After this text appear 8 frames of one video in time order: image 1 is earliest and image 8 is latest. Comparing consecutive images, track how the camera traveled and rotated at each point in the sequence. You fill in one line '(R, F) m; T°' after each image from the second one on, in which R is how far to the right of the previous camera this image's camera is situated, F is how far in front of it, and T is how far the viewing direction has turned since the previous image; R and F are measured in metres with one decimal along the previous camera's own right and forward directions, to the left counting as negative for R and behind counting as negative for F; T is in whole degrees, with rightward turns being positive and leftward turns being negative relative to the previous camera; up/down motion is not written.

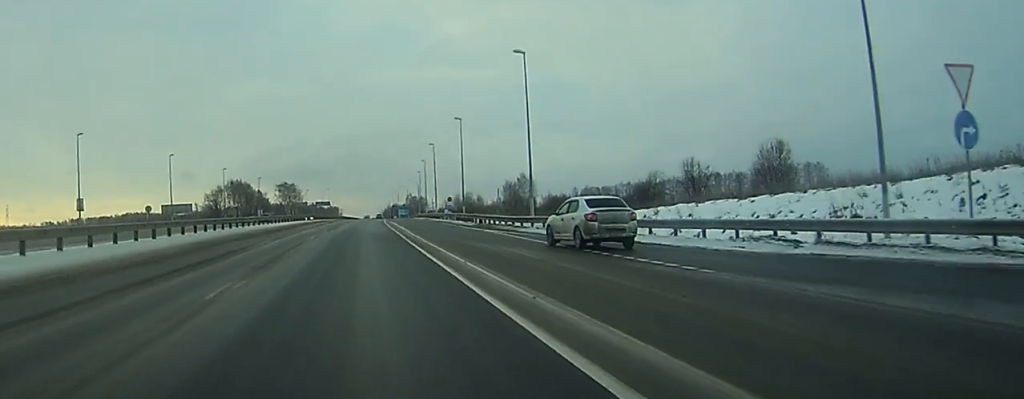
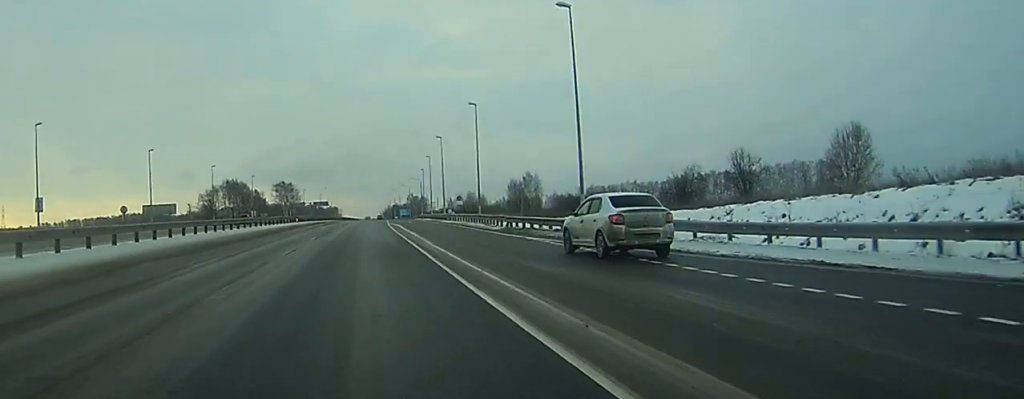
(+0.1, +12.1) m; 0°
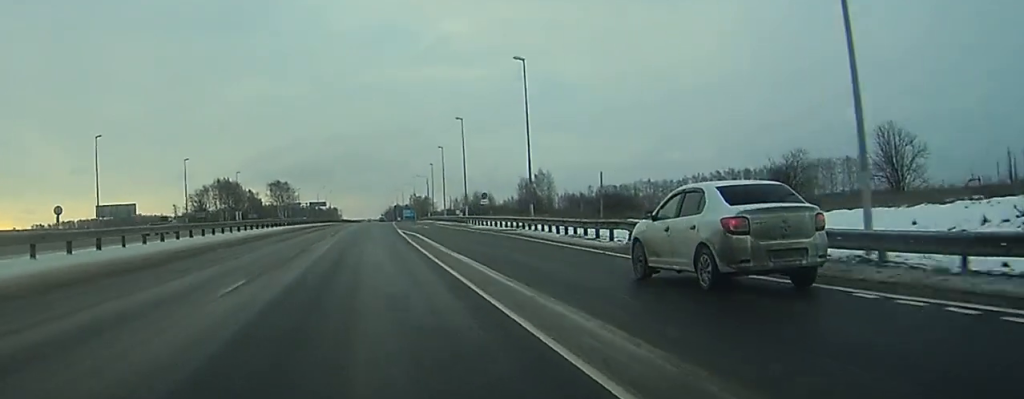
(+0.1, +23.3) m; 0°
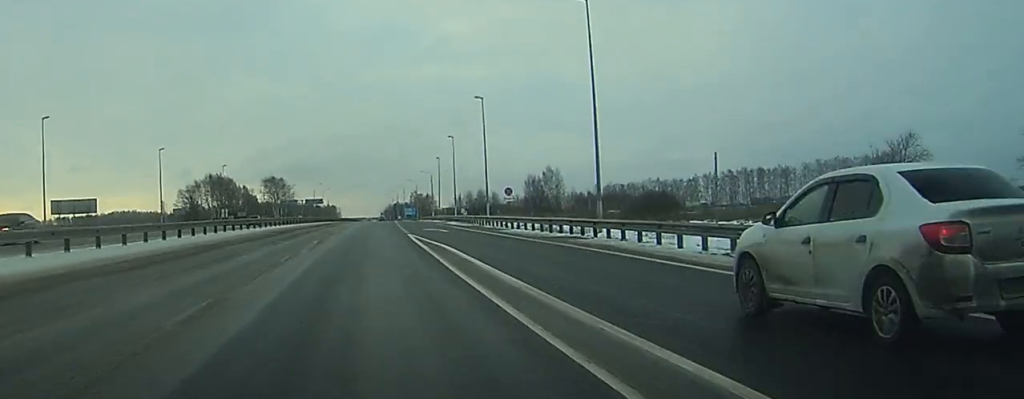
(0.0, +15.5) m; 0°
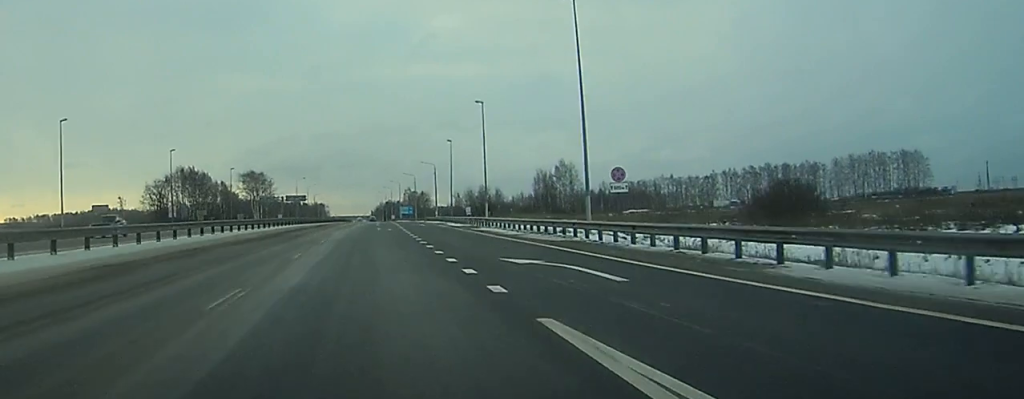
(+0.1, +34.5) m; 0°
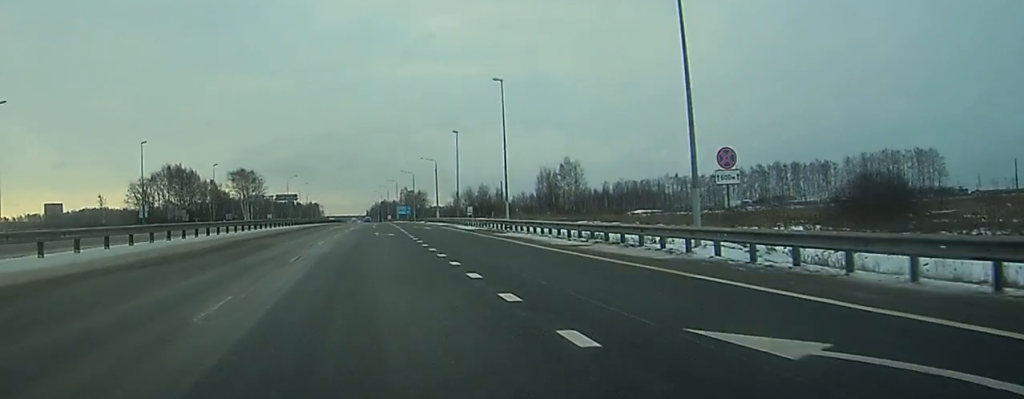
(0.0, +12.9) m; 0°
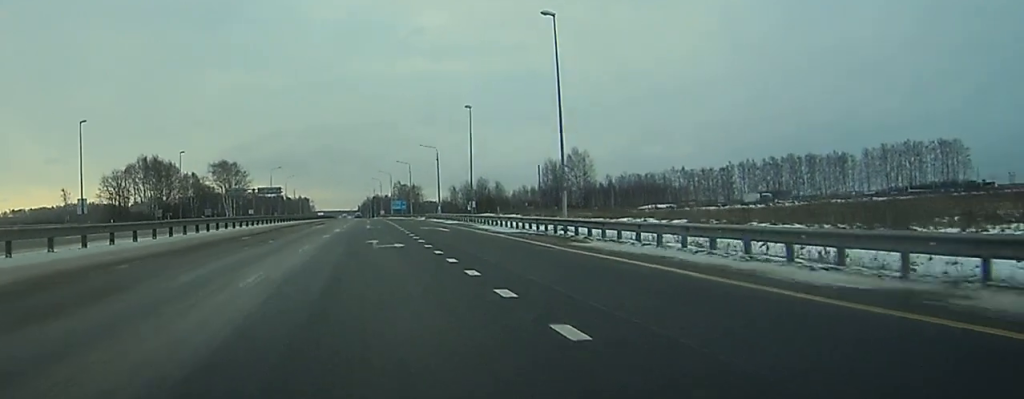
(+0.1, +19.8) m; 0°
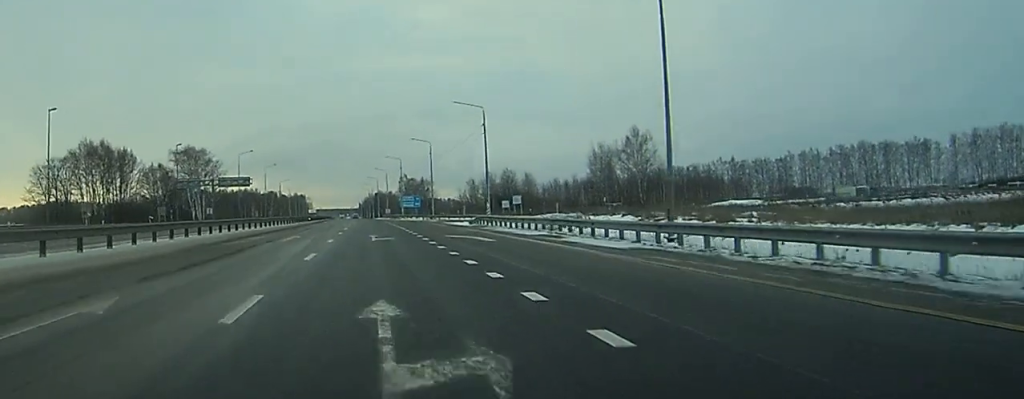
(+0.4, +52.3) m; +1°
